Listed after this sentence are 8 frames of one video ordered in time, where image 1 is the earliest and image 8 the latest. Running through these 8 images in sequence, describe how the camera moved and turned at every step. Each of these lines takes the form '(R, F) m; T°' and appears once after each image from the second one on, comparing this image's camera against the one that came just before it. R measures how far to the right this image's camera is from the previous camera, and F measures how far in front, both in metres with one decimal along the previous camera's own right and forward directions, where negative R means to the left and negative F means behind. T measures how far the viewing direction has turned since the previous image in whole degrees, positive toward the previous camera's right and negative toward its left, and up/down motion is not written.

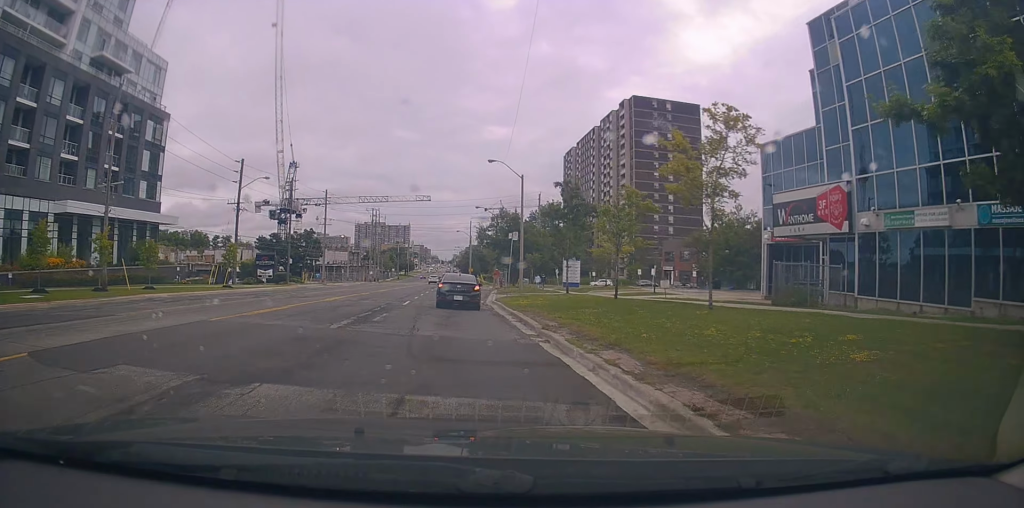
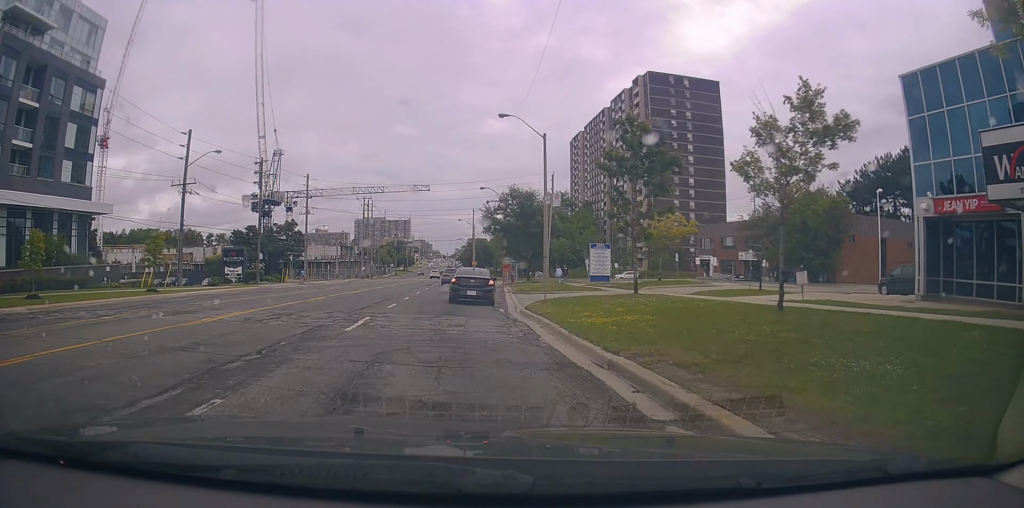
(0.0, +12.8) m; -2°
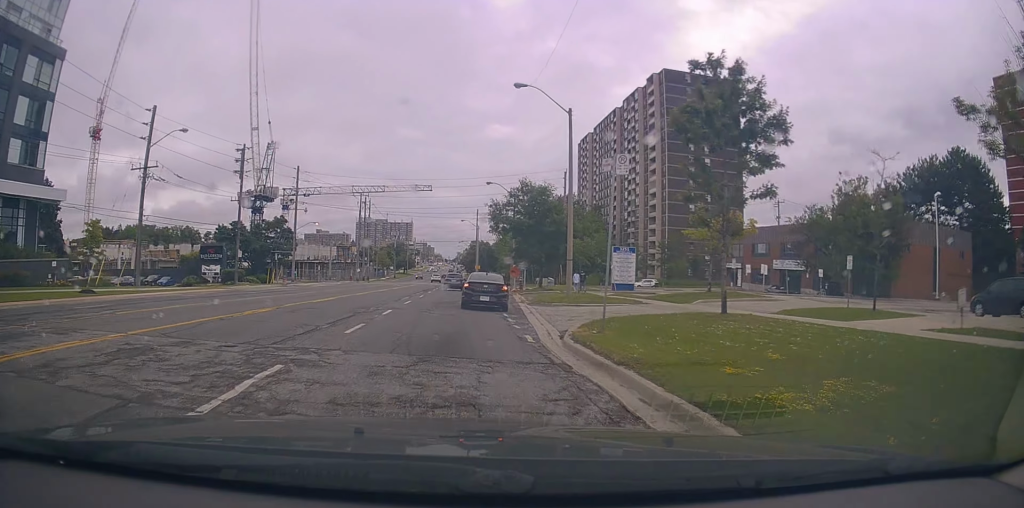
(-0.1, +7.2) m; -2°
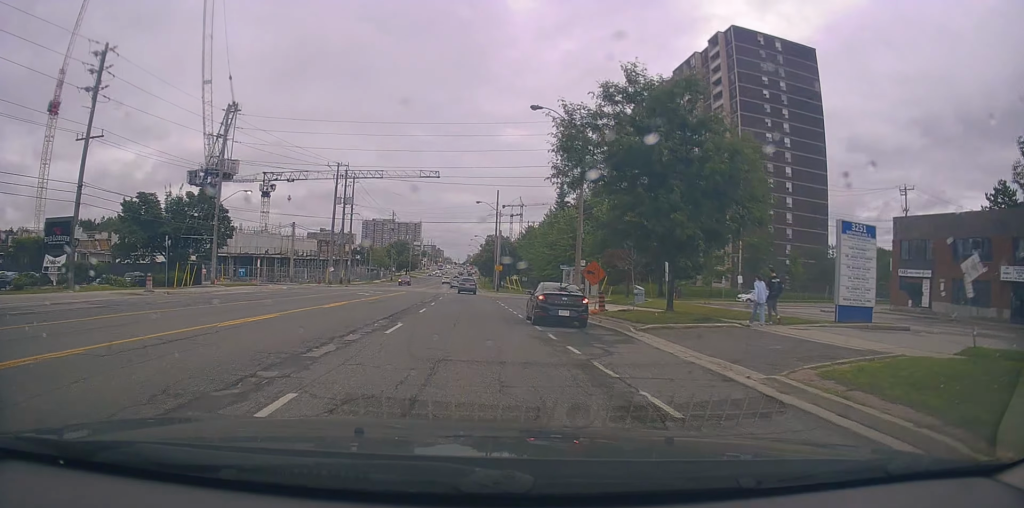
(-0.9, +29.6) m; +1°
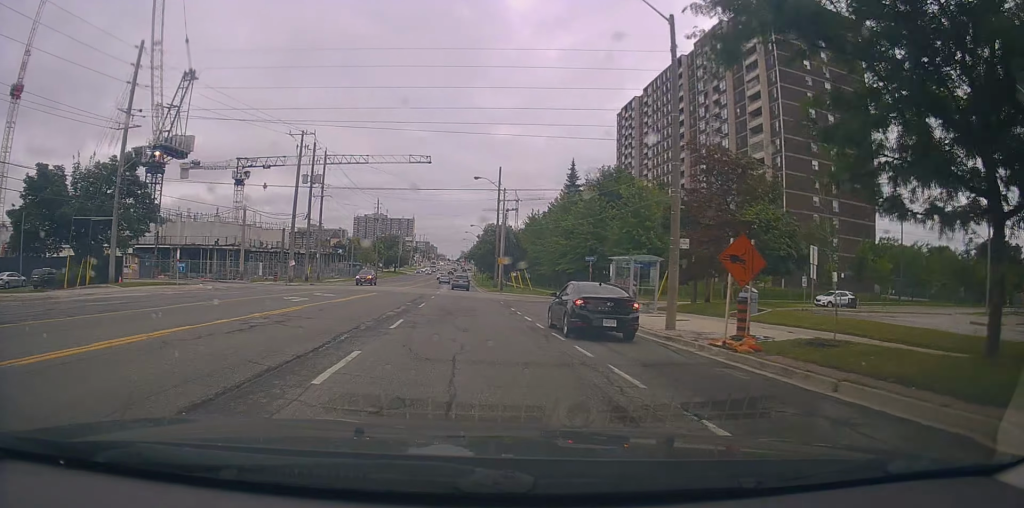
(+0.5, +15.7) m; +2°
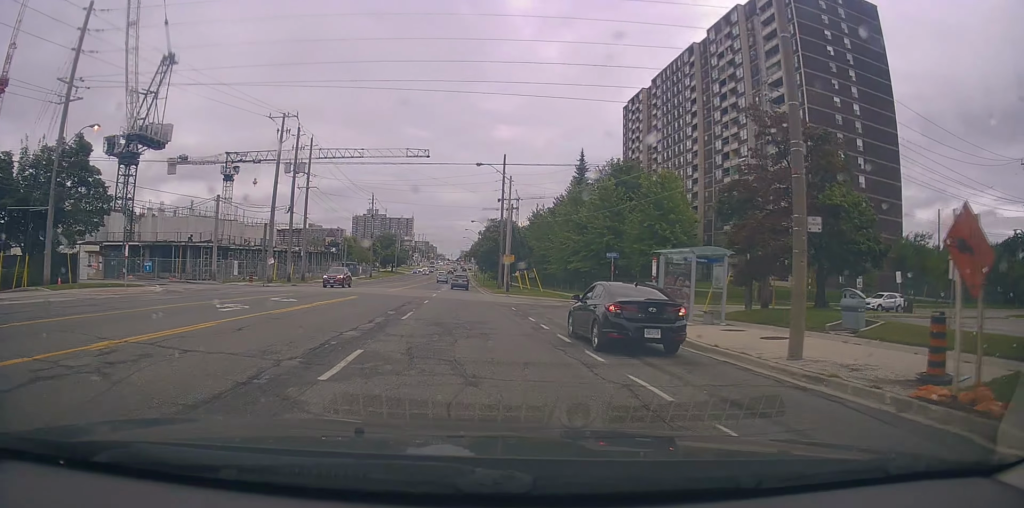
(0.0, +7.0) m; 0°
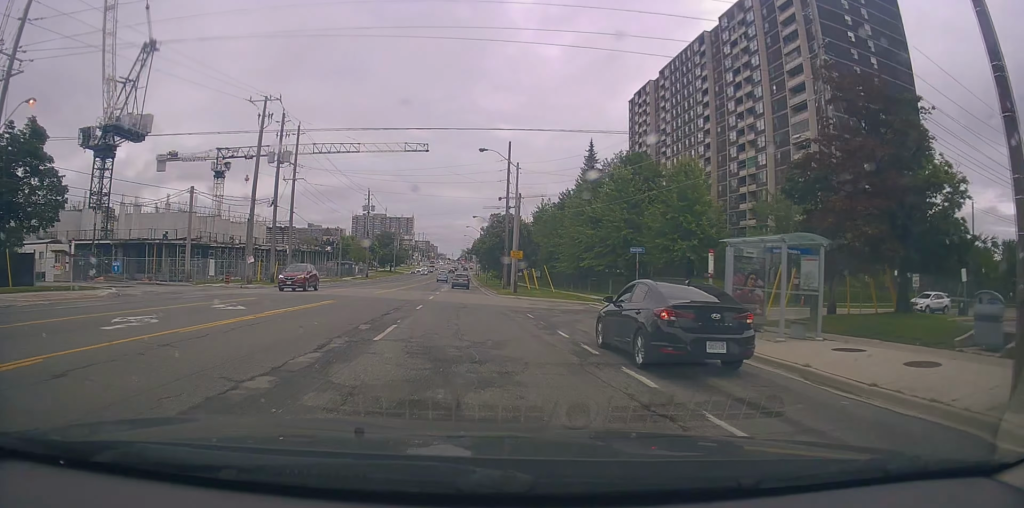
(-0.1, +5.8) m; 0°
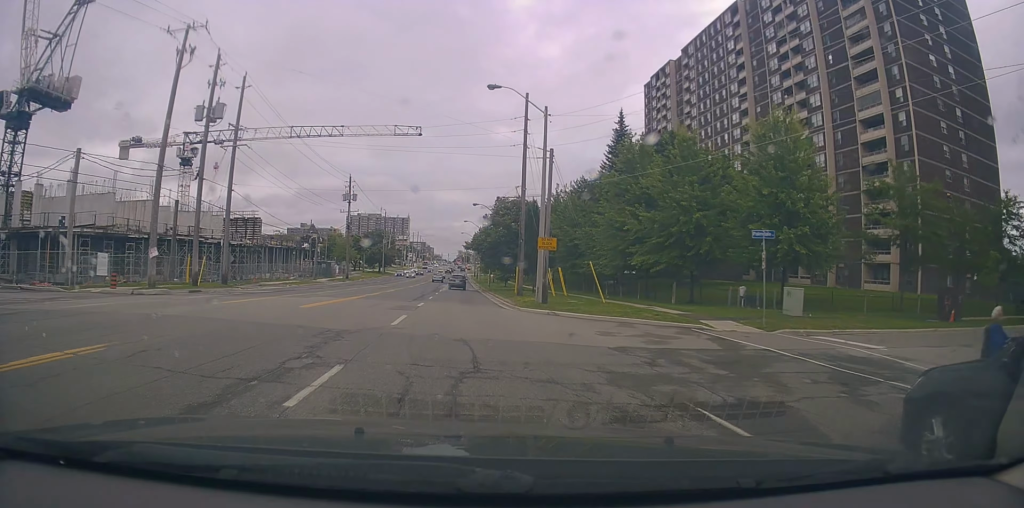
(-0.1, +16.1) m; 0°
